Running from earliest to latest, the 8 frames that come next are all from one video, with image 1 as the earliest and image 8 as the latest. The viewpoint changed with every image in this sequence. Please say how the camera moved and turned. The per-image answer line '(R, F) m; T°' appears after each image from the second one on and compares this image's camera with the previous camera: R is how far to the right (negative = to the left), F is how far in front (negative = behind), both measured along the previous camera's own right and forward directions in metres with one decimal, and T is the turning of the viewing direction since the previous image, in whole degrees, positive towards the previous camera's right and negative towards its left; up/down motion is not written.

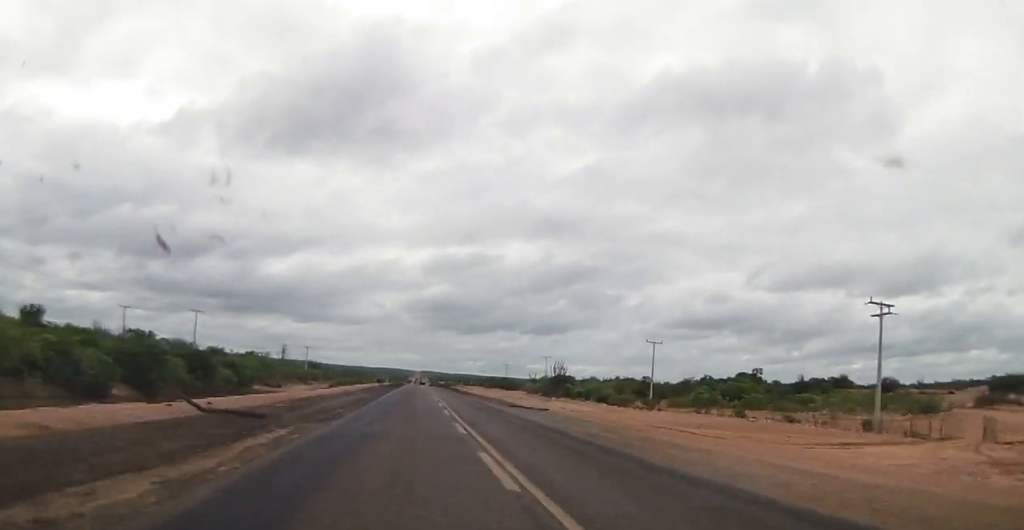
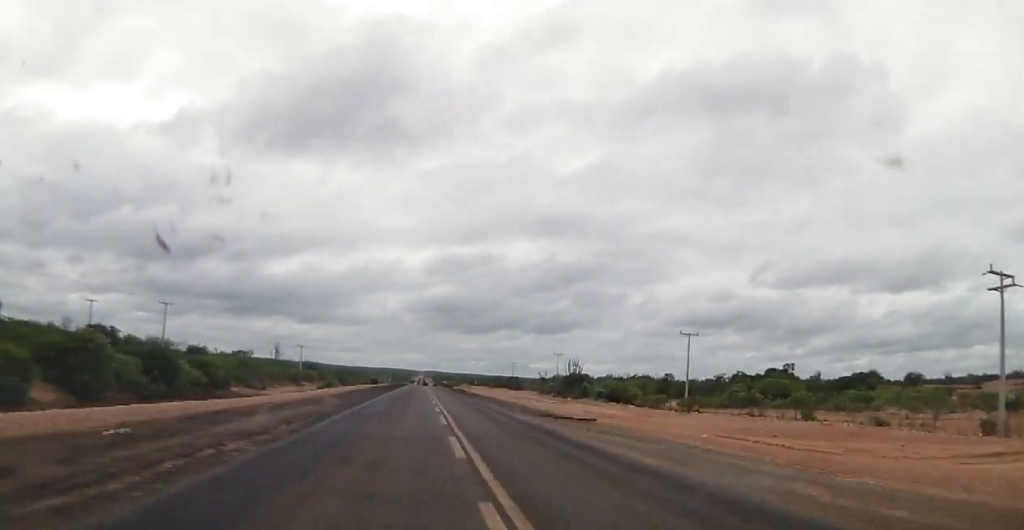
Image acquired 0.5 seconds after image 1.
(0.0, +13.1) m; 0°
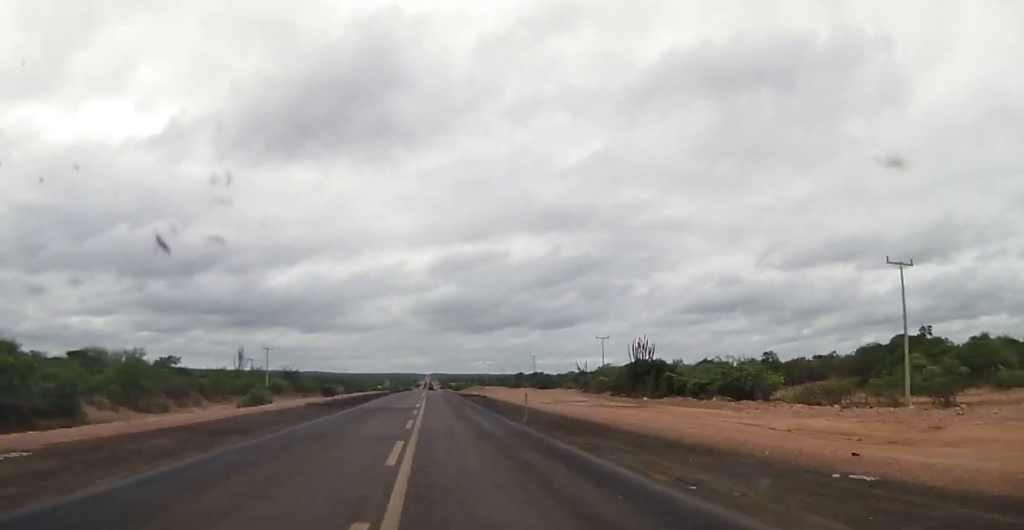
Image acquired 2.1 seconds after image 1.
(-0.1, +42.6) m; -1°
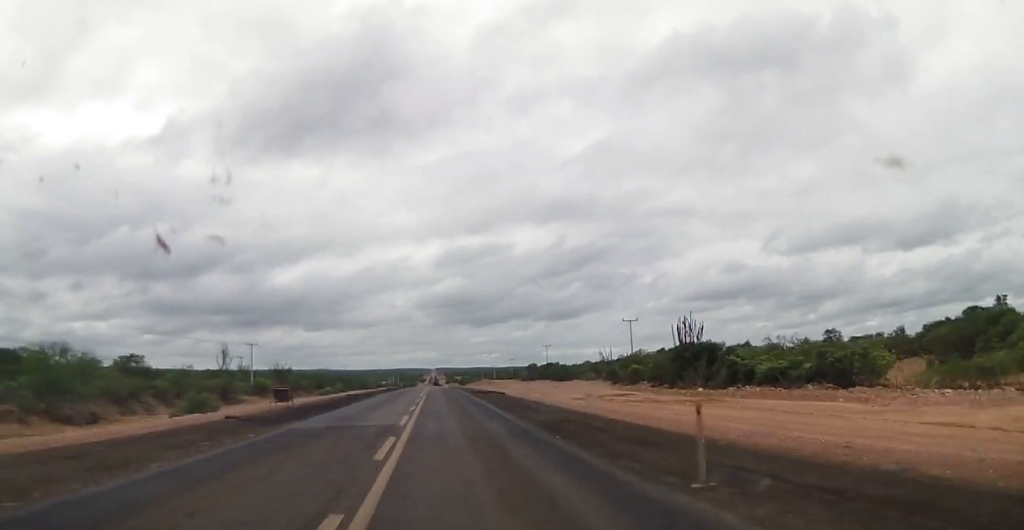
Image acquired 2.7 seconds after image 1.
(-0.1, +16.2) m; 0°
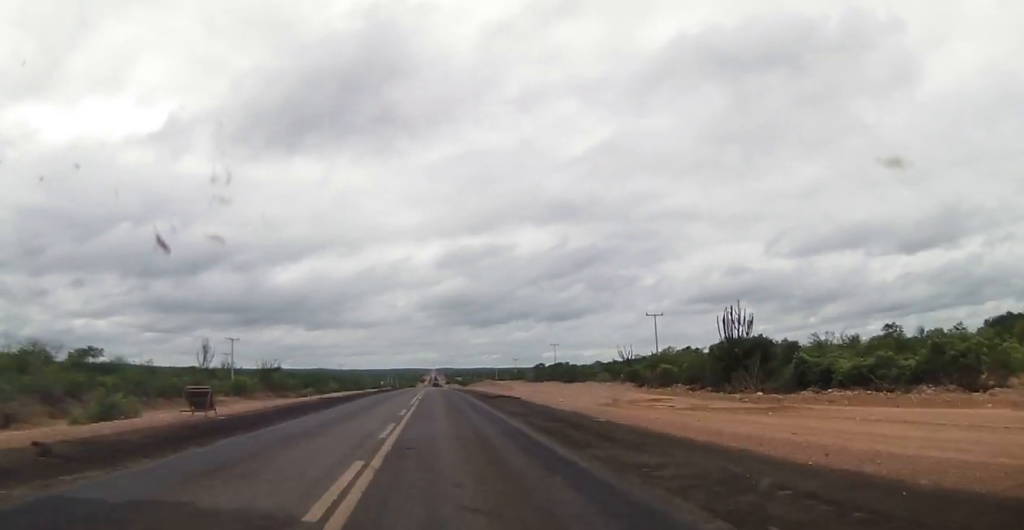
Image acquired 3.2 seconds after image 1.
(0.0, +12.6) m; 0°
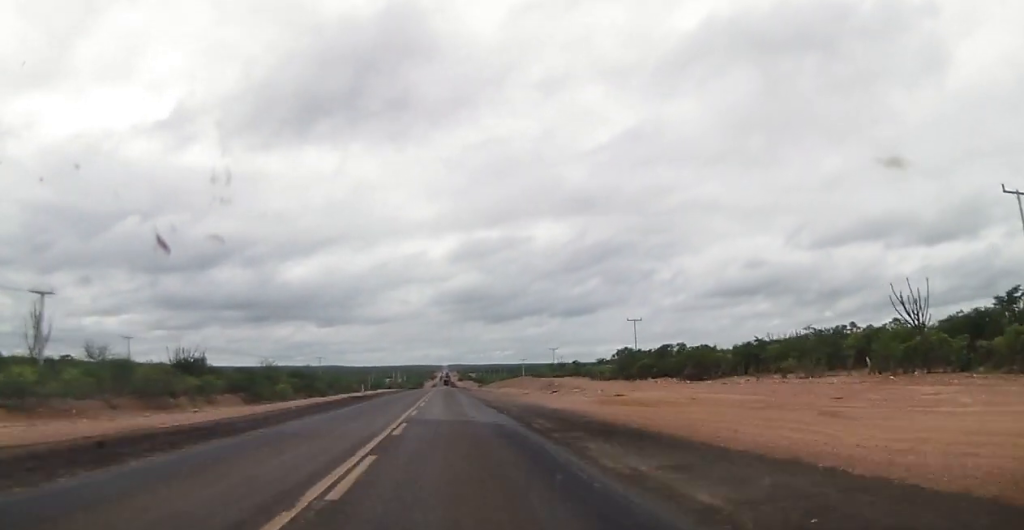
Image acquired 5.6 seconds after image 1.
(+0.8, +65.3) m; 0°
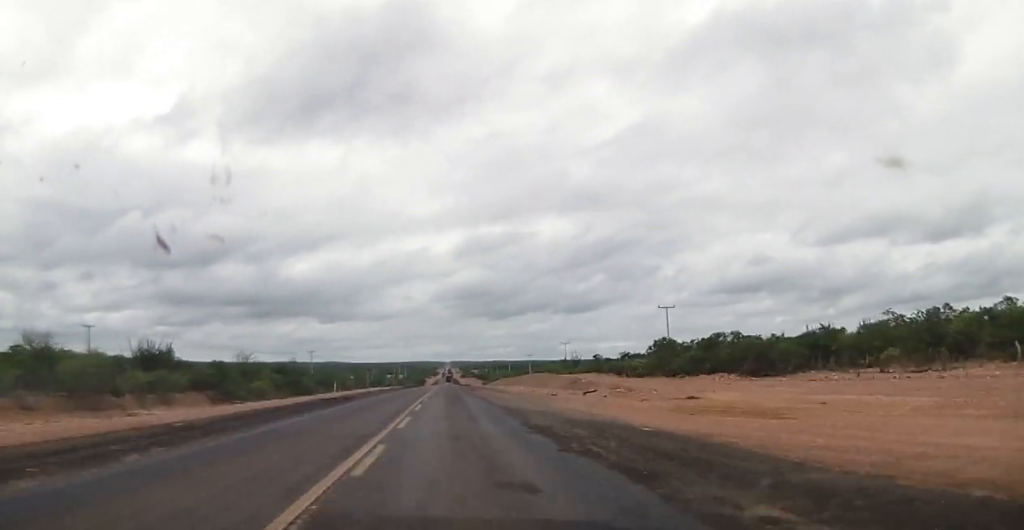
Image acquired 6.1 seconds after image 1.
(-0.6, +15.5) m; -1°
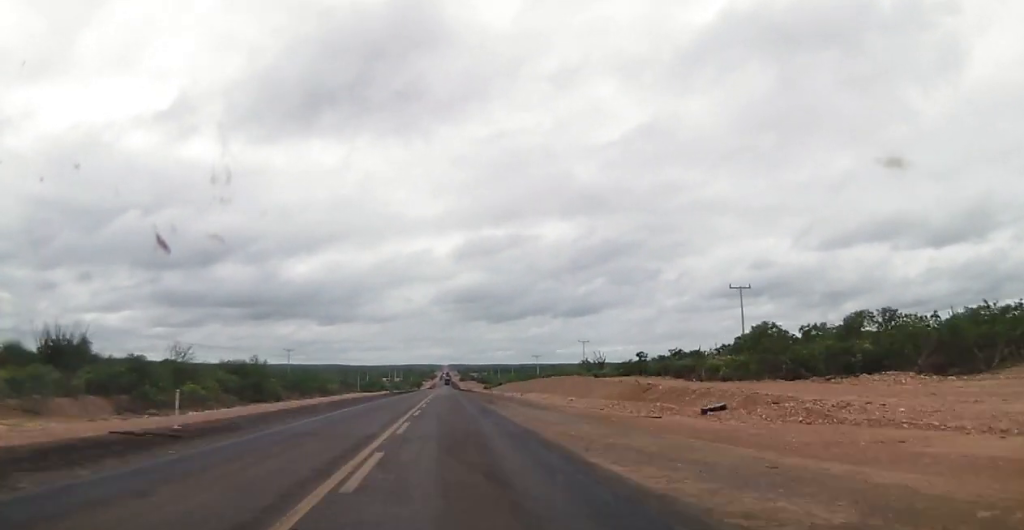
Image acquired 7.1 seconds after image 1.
(+0.2, +25.5) m; +1°
